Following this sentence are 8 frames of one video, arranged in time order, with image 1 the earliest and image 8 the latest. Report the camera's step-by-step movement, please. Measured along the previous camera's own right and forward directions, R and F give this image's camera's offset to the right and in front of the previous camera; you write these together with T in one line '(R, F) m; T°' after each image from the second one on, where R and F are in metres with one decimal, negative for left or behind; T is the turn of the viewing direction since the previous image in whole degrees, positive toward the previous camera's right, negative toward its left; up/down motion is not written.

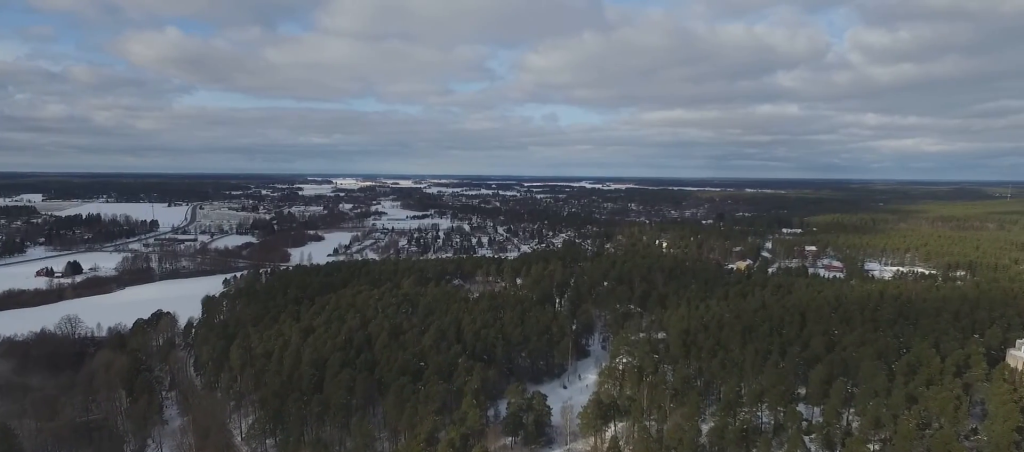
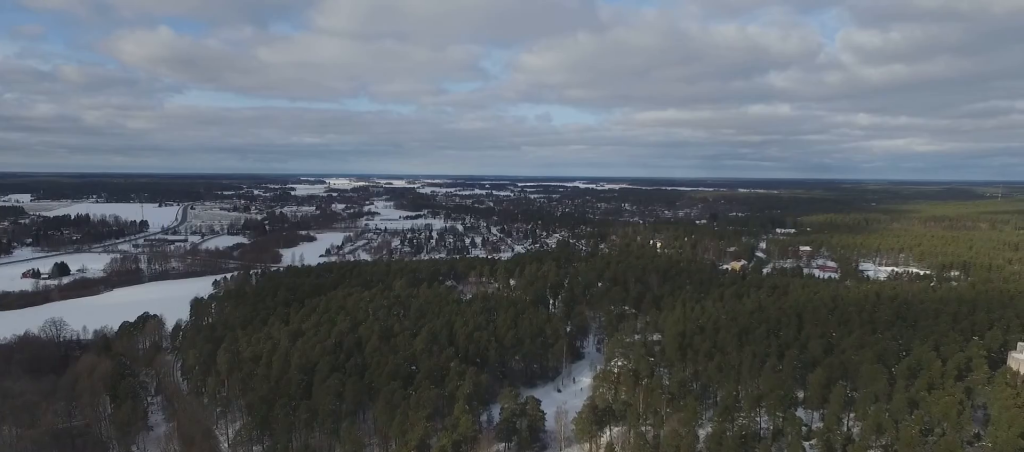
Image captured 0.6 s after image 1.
(0.0, +4.4) m; +1°
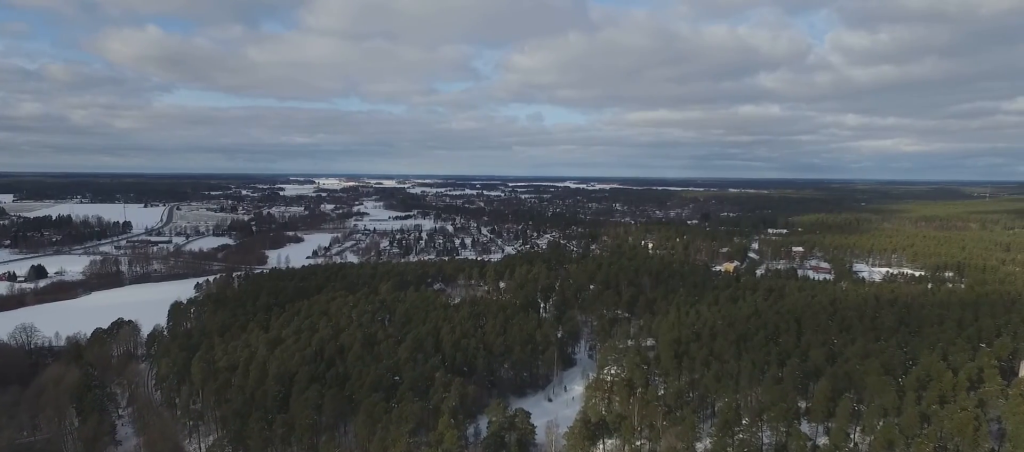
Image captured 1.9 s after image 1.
(+0.2, +10.1) m; +2°
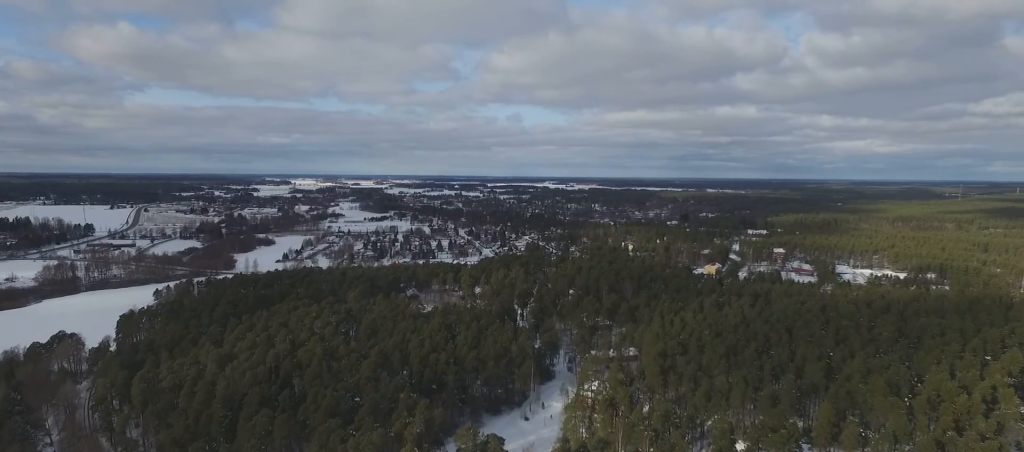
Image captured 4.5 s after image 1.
(+0.5, +18.5) m; +2°
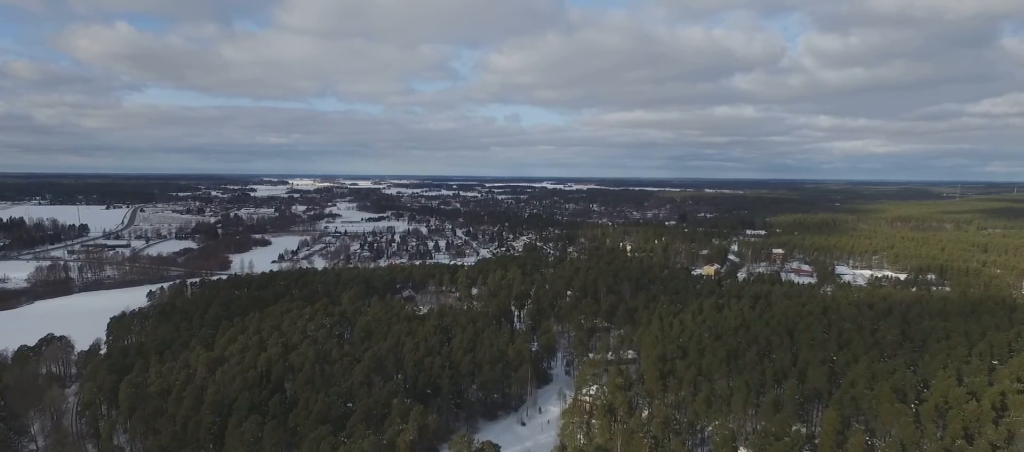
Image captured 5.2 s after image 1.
(0.0, +4.8) m; 0°
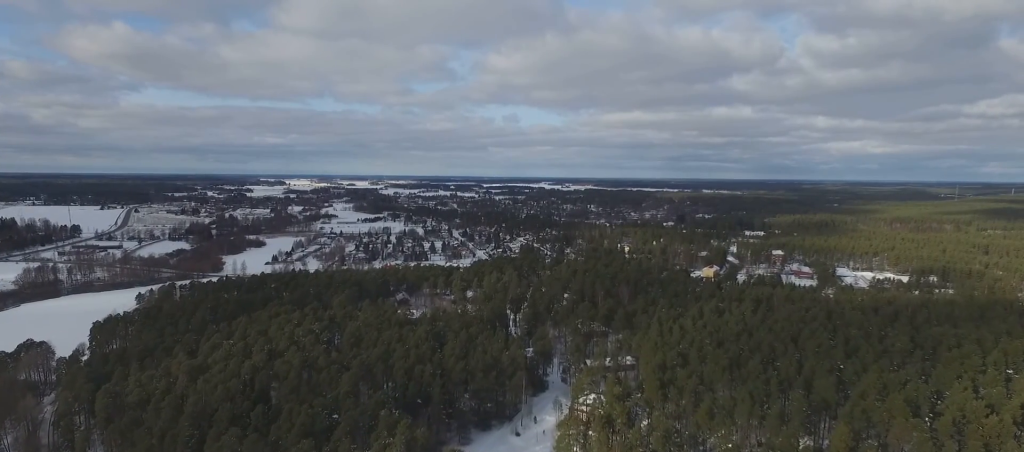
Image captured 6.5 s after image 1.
(0.0, +9.2) m; 0°
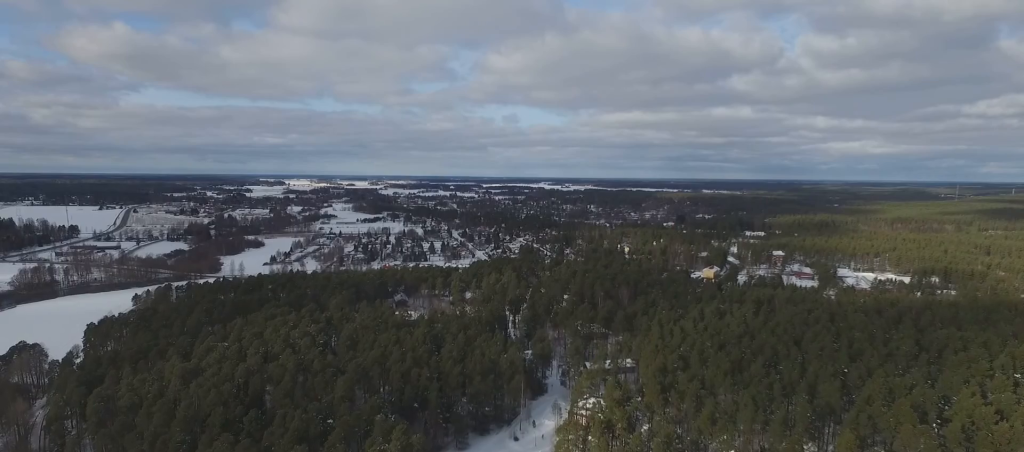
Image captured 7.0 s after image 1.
(0.0, +3.8) m; 0°
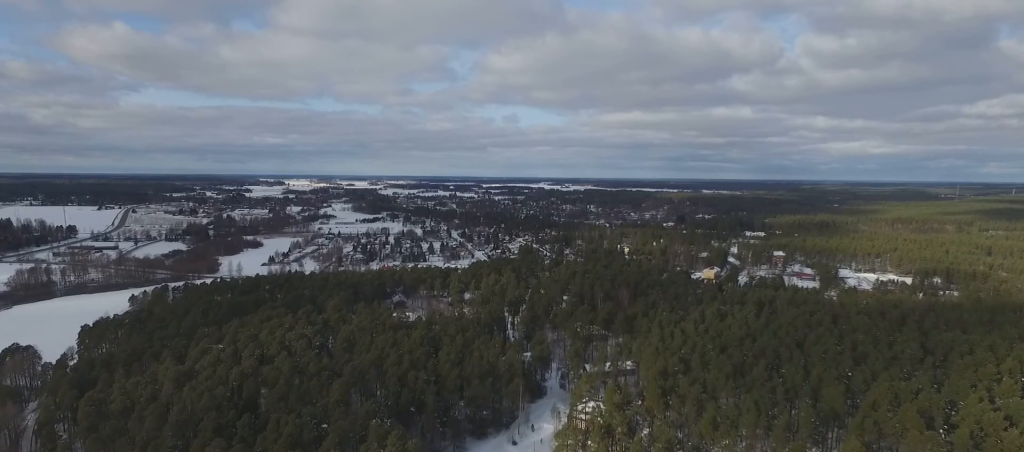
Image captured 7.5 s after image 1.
(0.0, +3.5) m; 0°
